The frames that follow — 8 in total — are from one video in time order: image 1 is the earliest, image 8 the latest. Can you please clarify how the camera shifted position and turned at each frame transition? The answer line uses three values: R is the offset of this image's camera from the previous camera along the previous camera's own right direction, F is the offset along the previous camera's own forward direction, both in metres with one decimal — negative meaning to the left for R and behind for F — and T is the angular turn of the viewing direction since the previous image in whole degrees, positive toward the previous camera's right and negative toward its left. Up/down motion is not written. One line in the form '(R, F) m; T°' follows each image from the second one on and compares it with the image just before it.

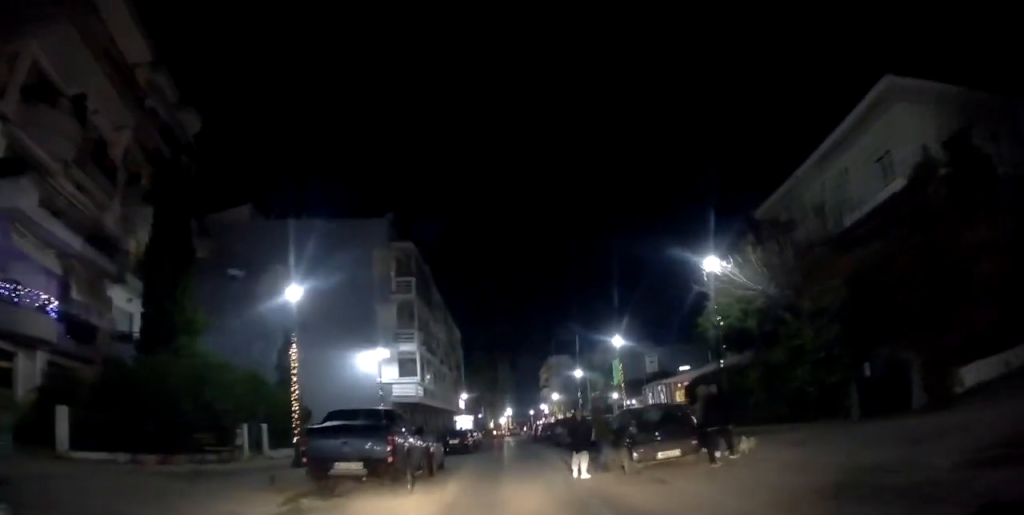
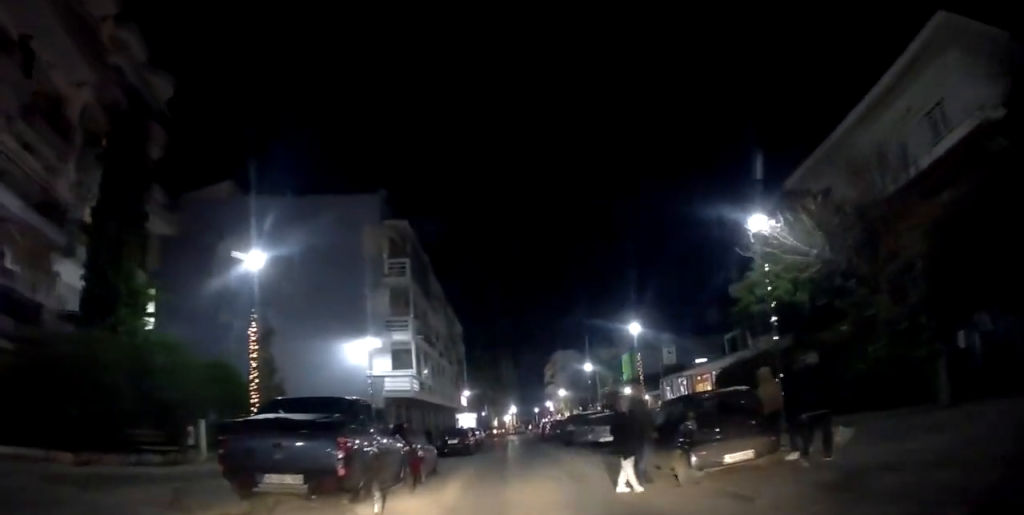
(0.0, +3.4) m; 0°
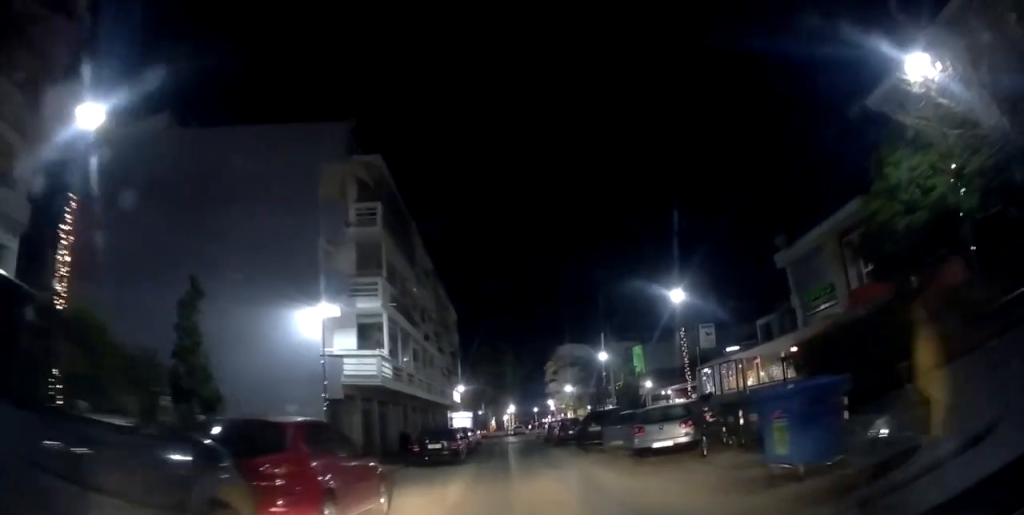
(0.0, +7.3) m; 0°
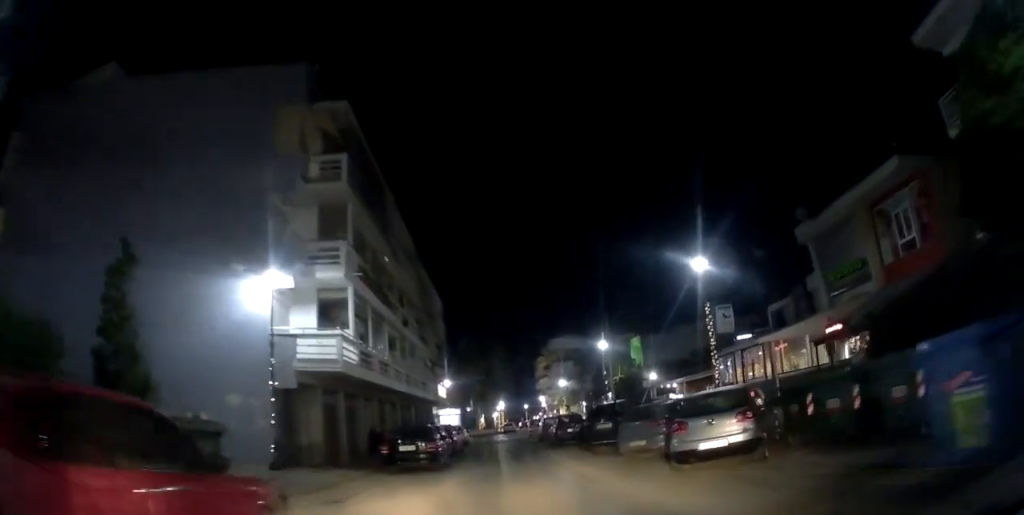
(0.0, +4.0) m; 0°
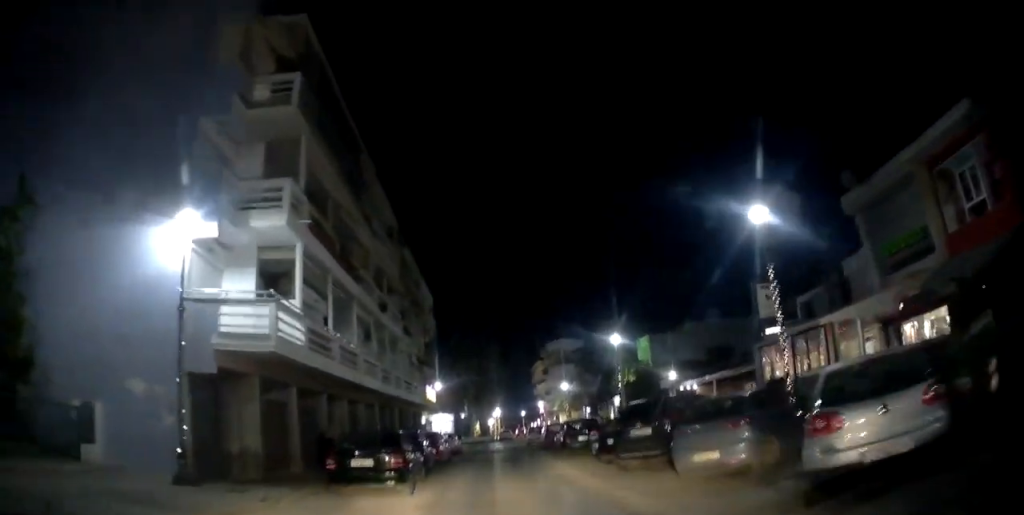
(0.0, +5.0) m; 0°
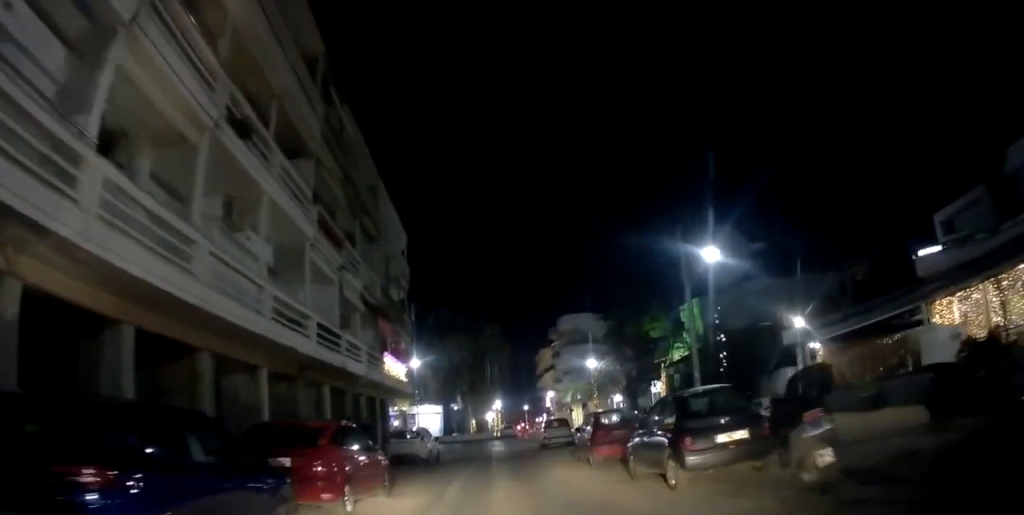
(0.0, +14.8) m; 0°
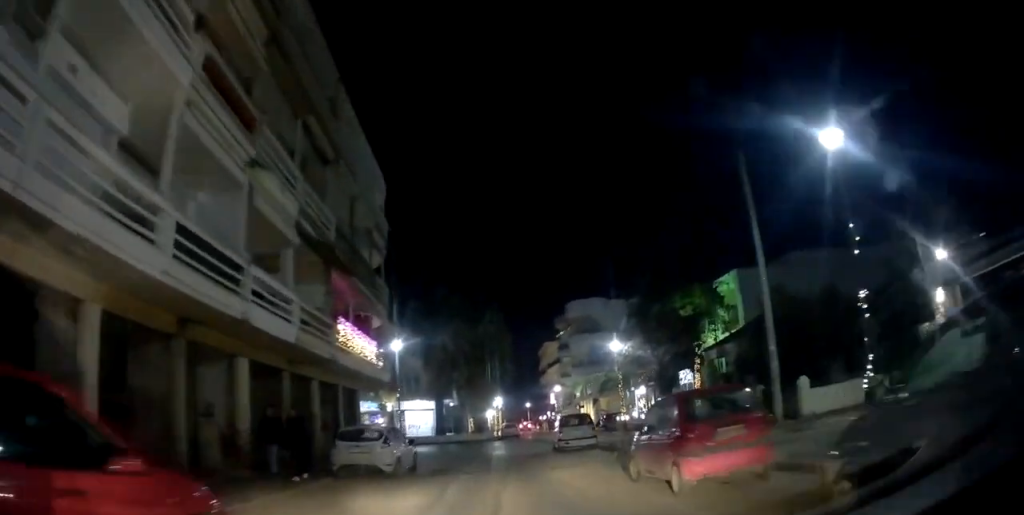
(+0.1, +6.8) m; +3°
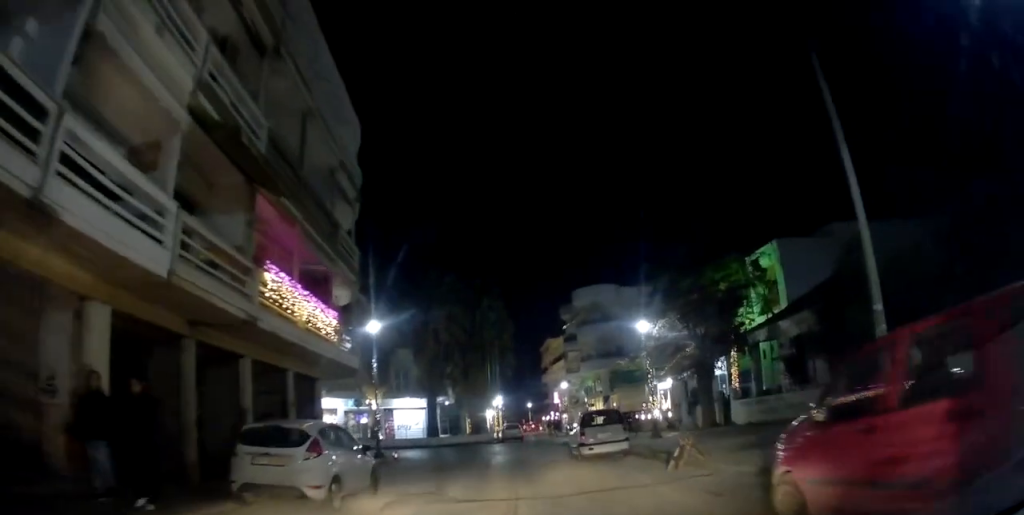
(+0.3, +5.2) m; 0°
